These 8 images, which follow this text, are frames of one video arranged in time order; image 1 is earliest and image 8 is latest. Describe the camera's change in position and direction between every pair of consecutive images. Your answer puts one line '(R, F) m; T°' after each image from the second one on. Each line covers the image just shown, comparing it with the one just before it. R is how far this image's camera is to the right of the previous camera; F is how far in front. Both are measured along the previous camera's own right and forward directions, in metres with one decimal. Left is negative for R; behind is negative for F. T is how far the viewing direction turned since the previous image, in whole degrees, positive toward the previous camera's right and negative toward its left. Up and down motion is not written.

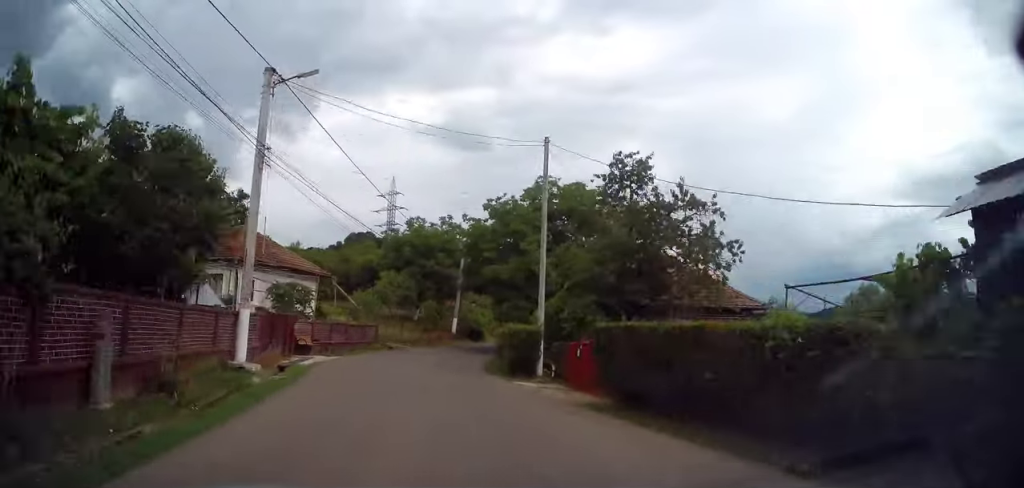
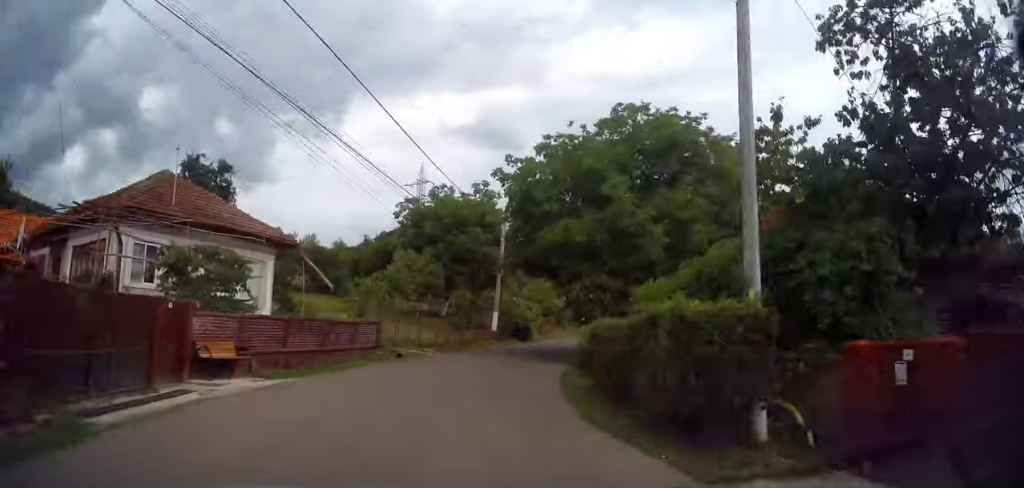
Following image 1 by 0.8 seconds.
(-0.4, +12.0) m; 0°
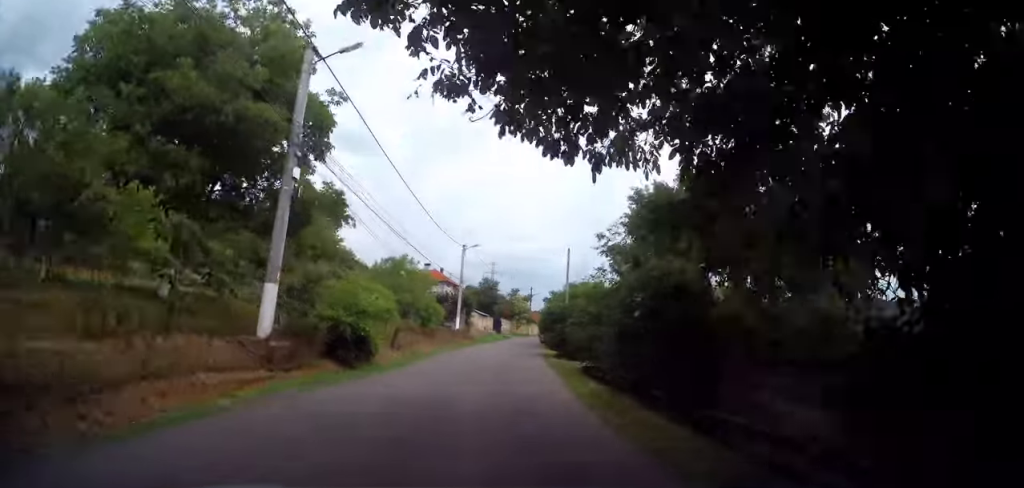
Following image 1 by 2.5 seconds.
(+1.5, +25.4) m; +10°
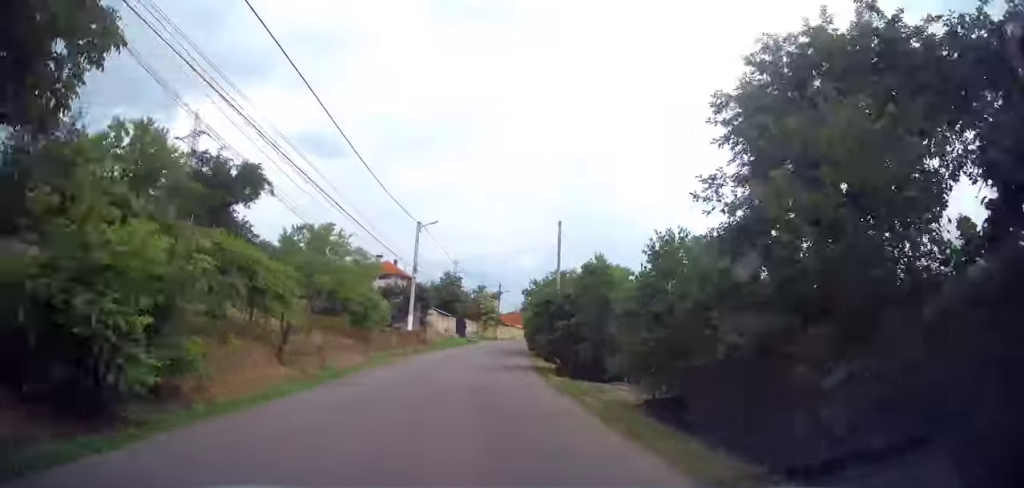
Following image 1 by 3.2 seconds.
(+0.6, +11.5) m; +5°
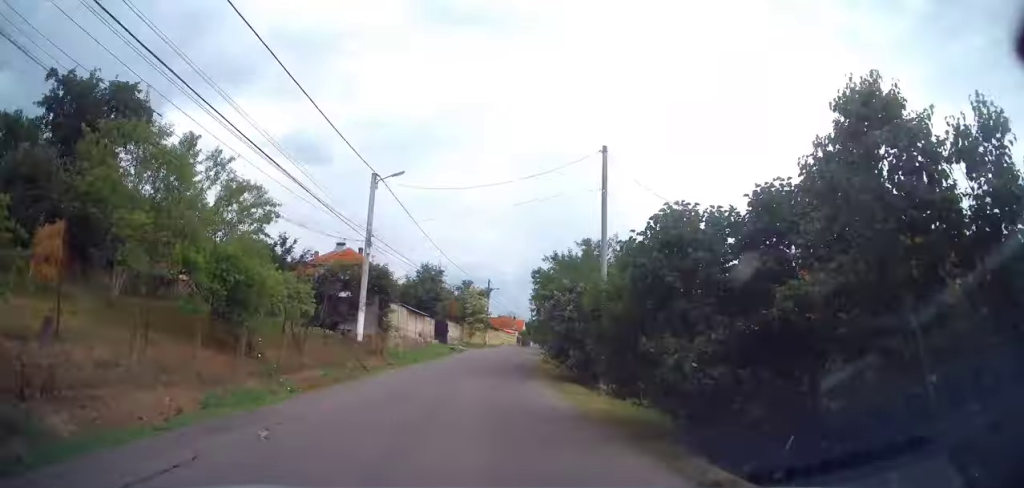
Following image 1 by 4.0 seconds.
(+0.4, +13.1) m; +3°
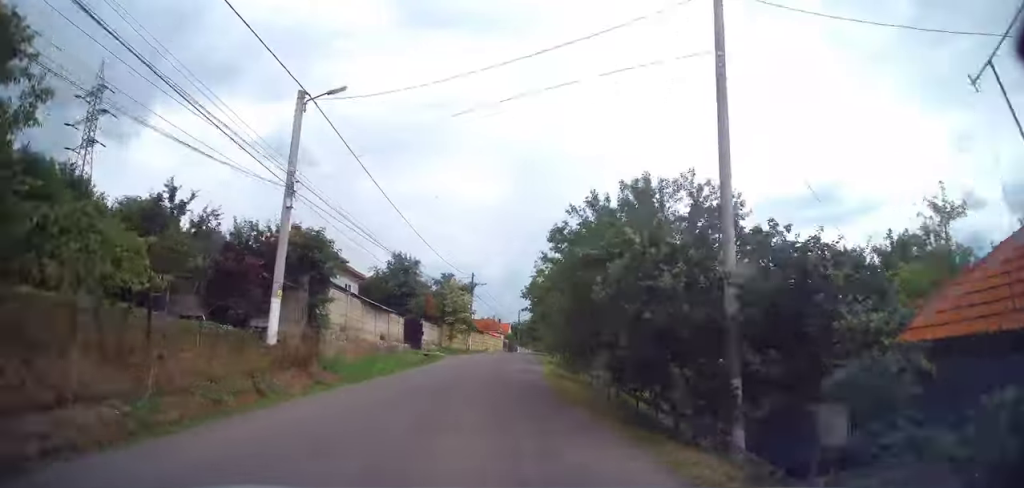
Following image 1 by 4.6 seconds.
(+0.2, +9.4) m; +2°
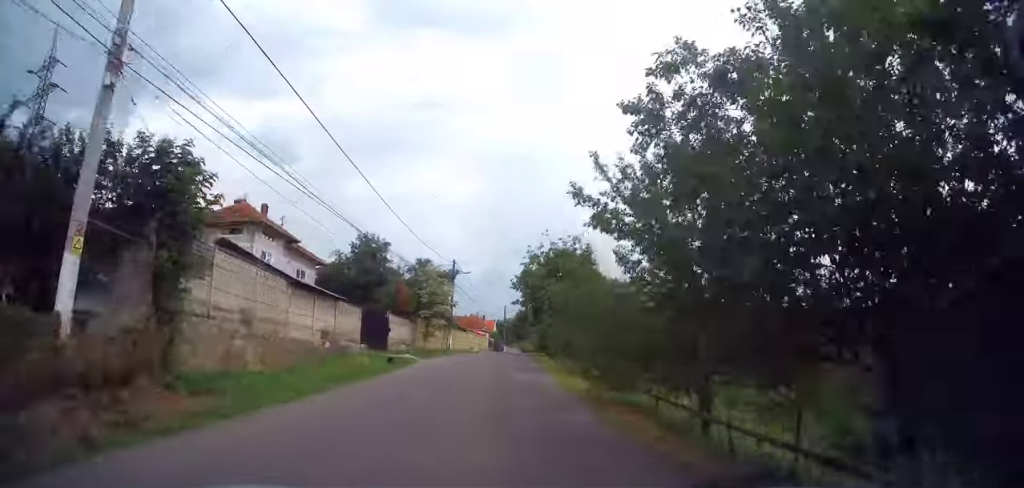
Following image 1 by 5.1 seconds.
(0.0, +8.4) m; +2°
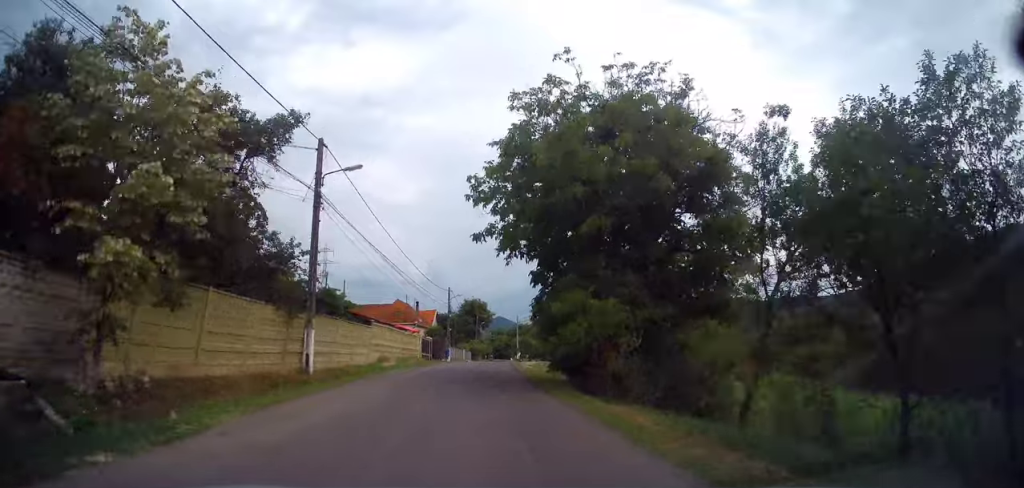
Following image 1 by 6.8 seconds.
(+1.5, +29.1) m; +5°
